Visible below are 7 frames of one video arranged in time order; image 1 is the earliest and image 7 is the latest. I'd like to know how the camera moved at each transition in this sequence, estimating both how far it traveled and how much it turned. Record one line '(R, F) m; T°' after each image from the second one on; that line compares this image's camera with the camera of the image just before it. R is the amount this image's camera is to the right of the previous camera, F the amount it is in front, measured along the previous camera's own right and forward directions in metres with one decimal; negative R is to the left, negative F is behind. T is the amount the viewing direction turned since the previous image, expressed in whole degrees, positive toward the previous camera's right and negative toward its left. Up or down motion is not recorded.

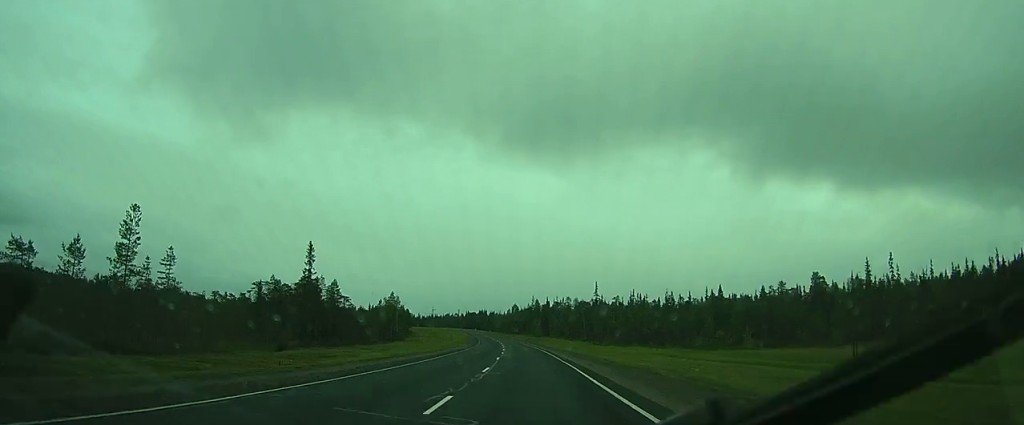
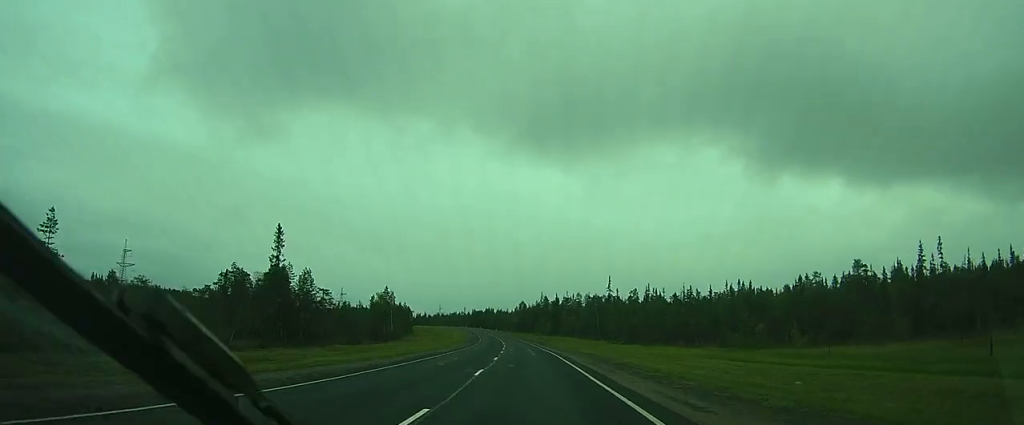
(-0.3, +15.3) m; -2°
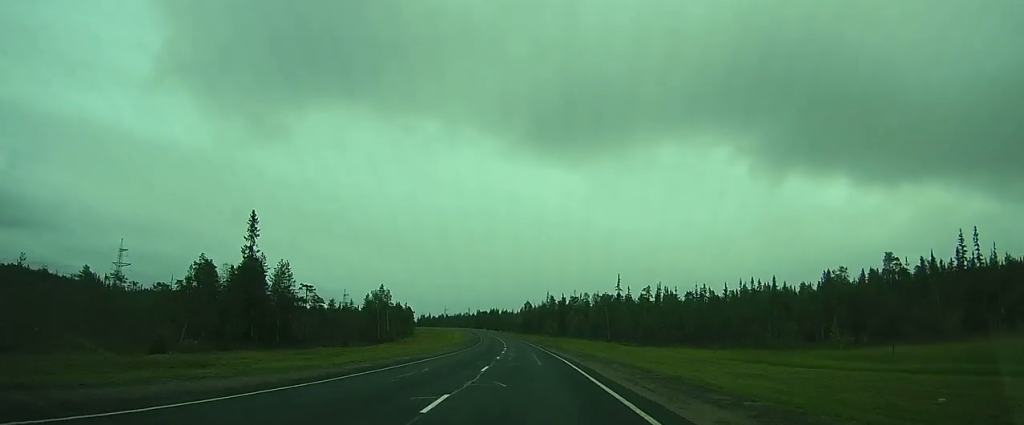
(0.0, +9.7) m; -1°
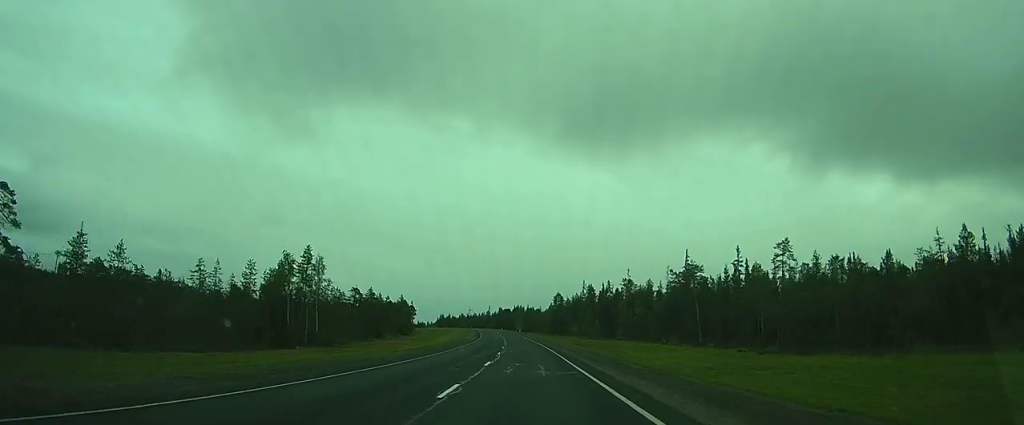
(-1.5, +62.2) m; -1°
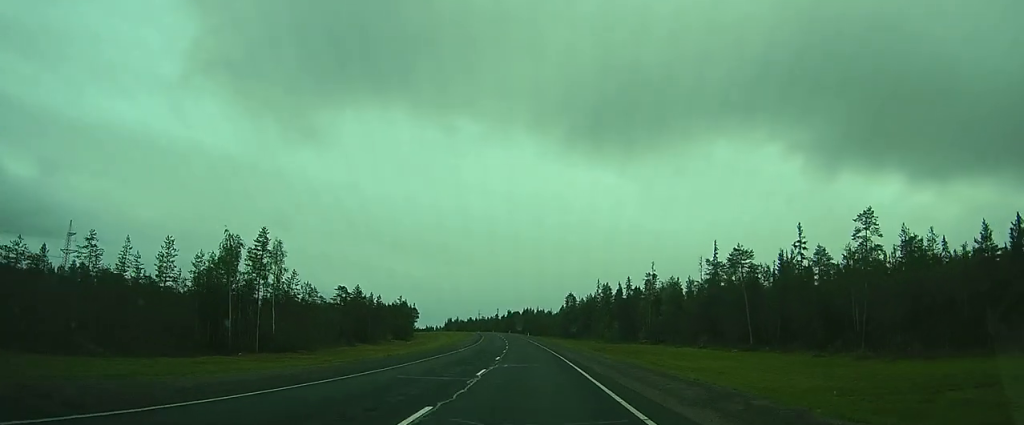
(0.0, +17.5) m; 0°
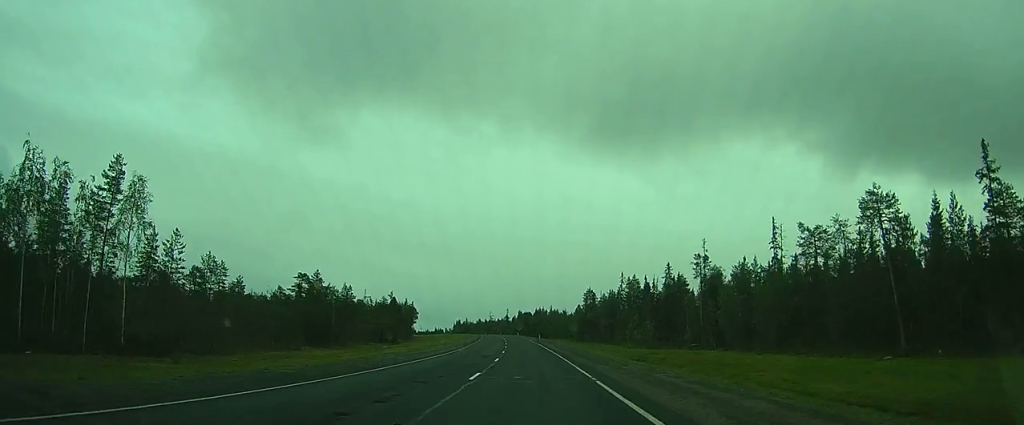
(-0.3, +29.2) m; -1°
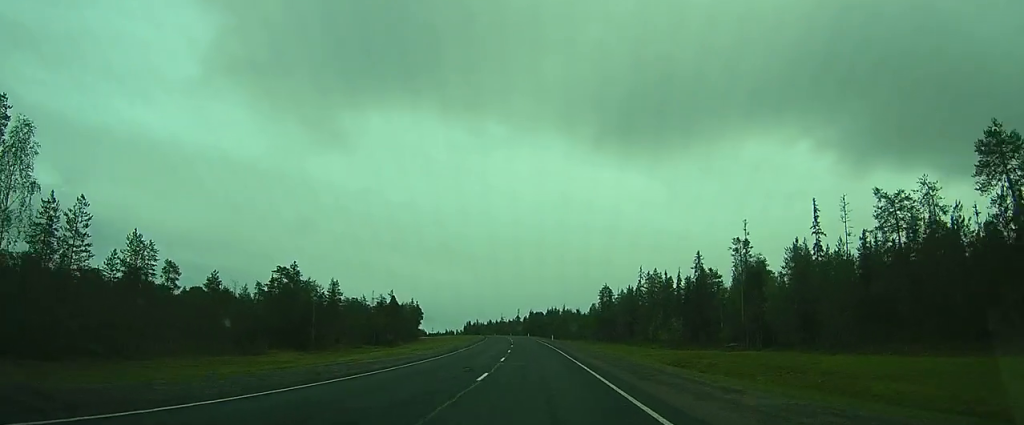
(-0.2, +13.4) m; -1°
